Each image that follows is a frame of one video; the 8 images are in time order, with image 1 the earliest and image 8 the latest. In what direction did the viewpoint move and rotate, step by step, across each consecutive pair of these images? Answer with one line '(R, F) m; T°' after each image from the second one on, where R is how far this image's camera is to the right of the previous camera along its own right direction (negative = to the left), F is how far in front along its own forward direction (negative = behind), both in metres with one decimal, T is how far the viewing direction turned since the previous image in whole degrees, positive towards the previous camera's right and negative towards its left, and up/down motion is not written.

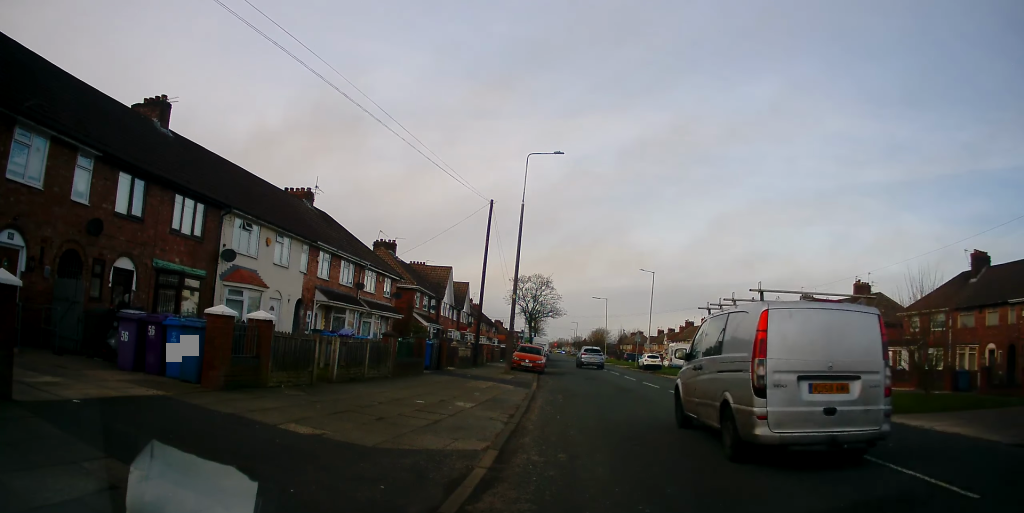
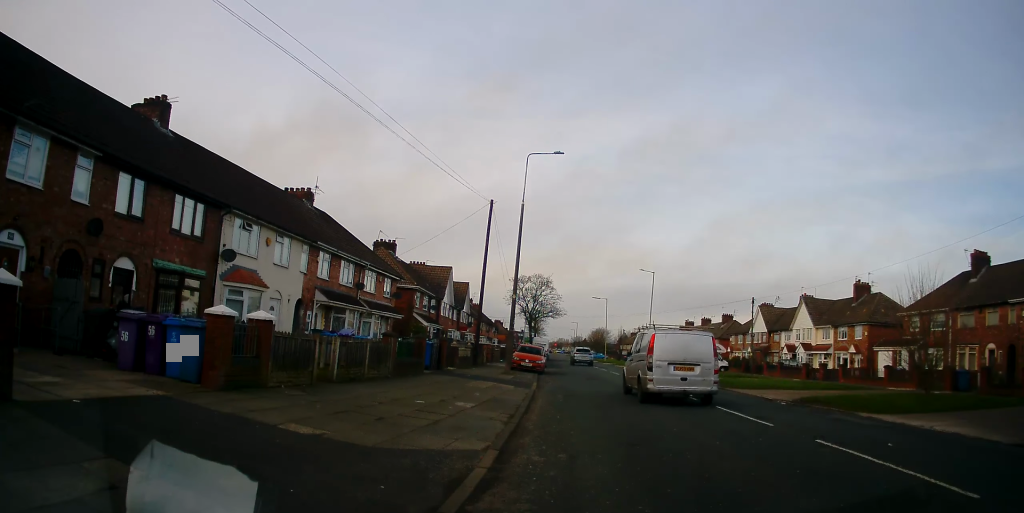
(0.0, 0.0) m; 0°
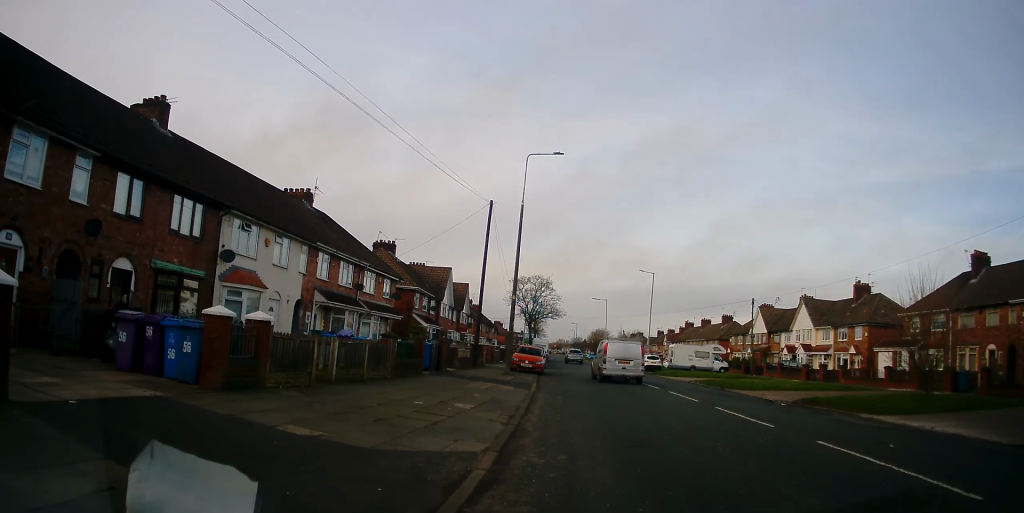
(0.0, 0.0) m; 0°
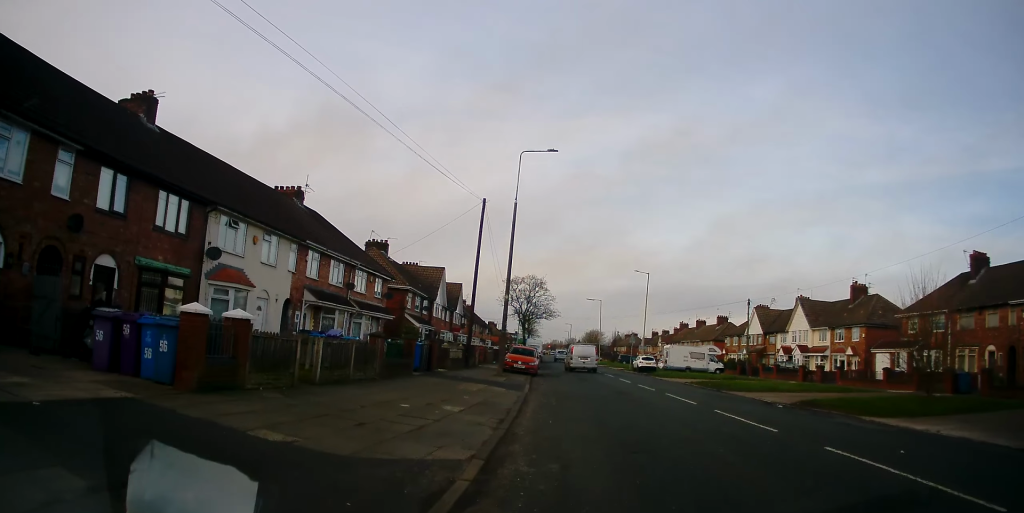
(-0.1, +0.2) m; 0°
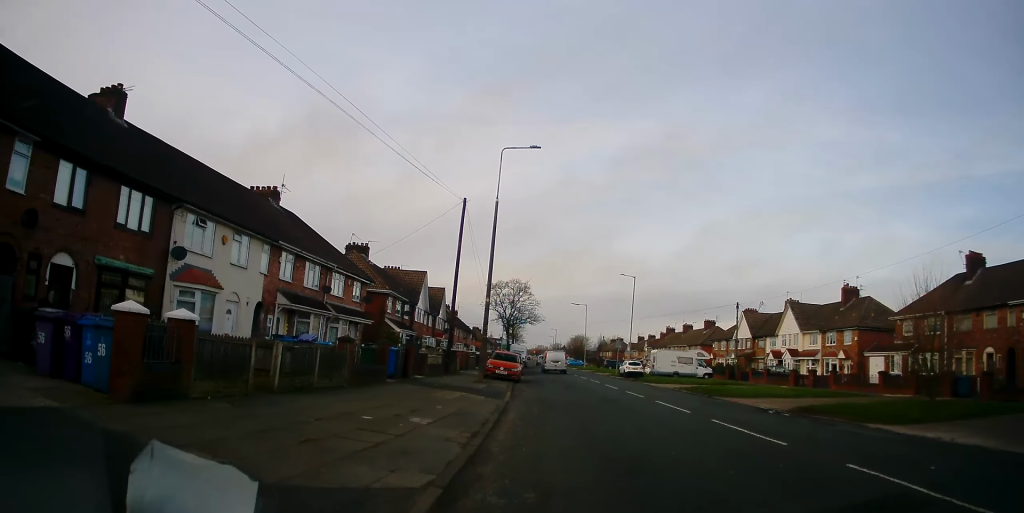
(0.0, +0.5) m; +1°
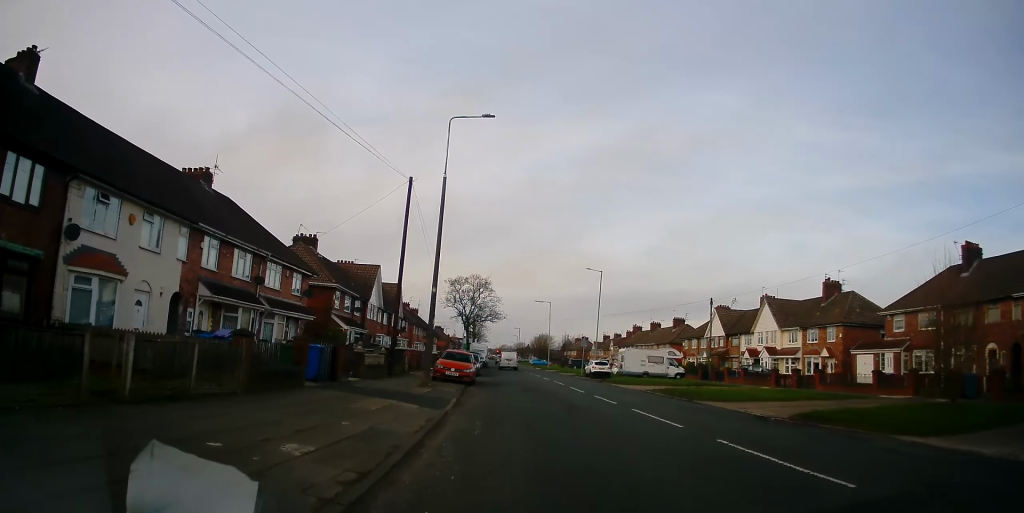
(+0.1, +2.2) m; +1°
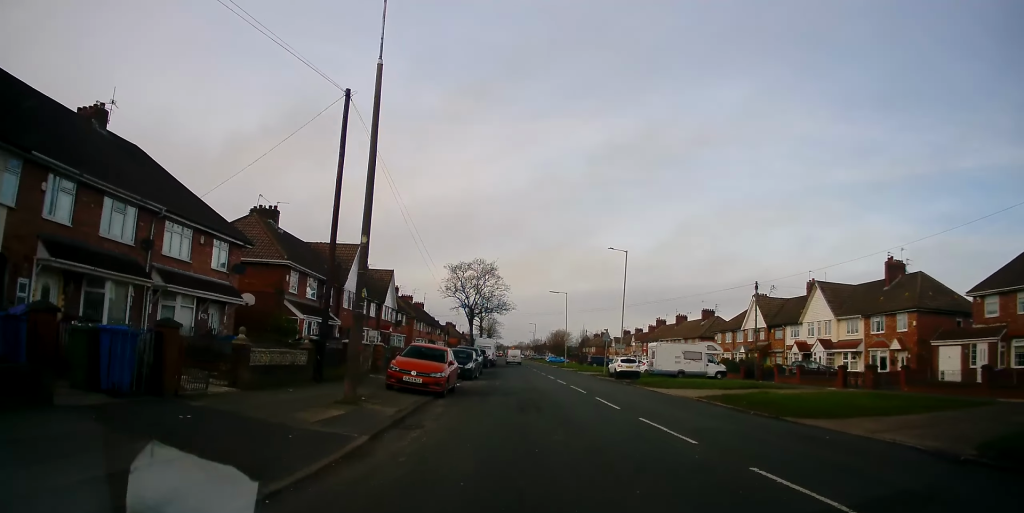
(-0.3, +7.8) m; -6°
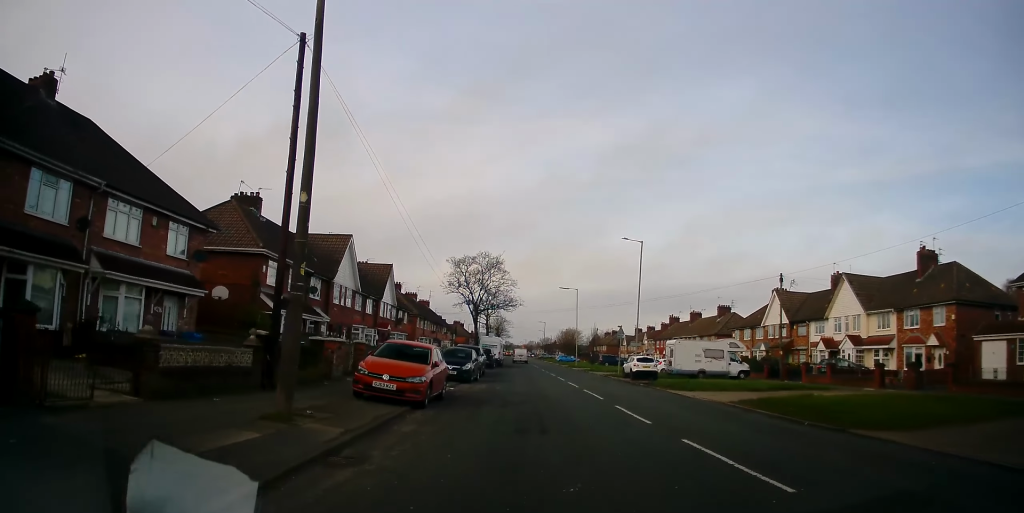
(0.0, +3.2) m; -2°
